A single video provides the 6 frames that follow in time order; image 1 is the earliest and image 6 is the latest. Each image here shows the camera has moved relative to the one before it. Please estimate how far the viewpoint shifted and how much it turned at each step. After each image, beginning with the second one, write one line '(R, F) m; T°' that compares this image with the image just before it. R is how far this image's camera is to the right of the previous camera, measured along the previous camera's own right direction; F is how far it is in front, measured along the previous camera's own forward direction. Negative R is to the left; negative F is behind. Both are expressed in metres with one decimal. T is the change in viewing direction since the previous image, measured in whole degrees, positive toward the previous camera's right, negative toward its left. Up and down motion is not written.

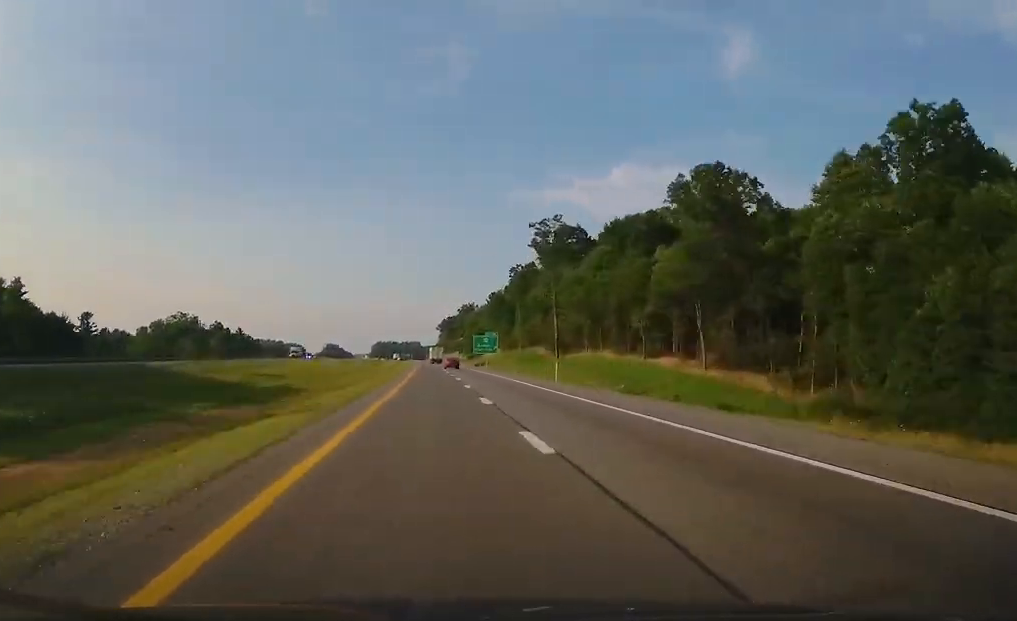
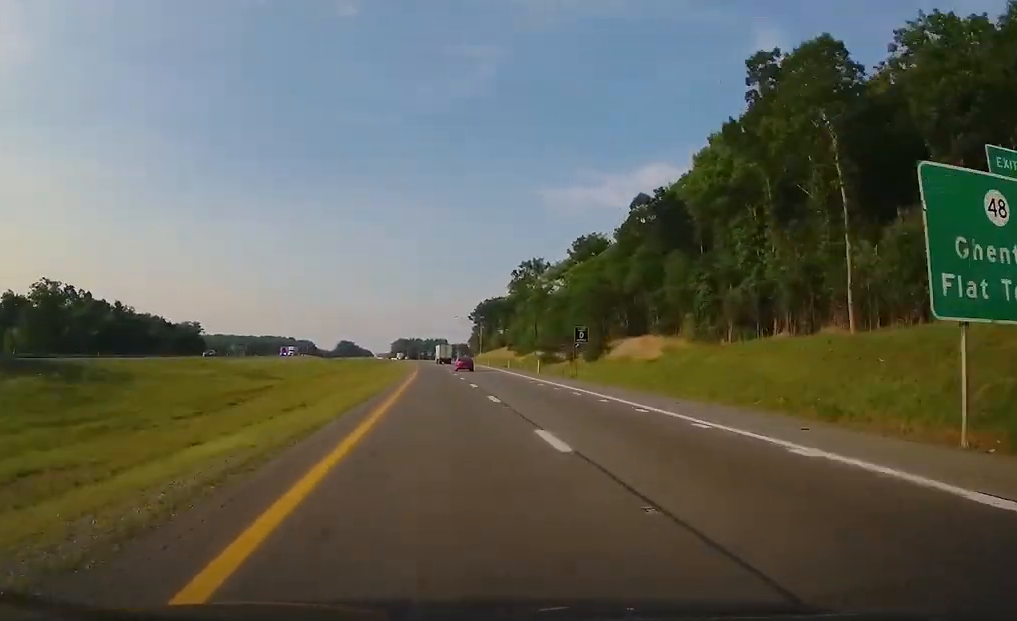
(-3.3, +151.1) m; -3°
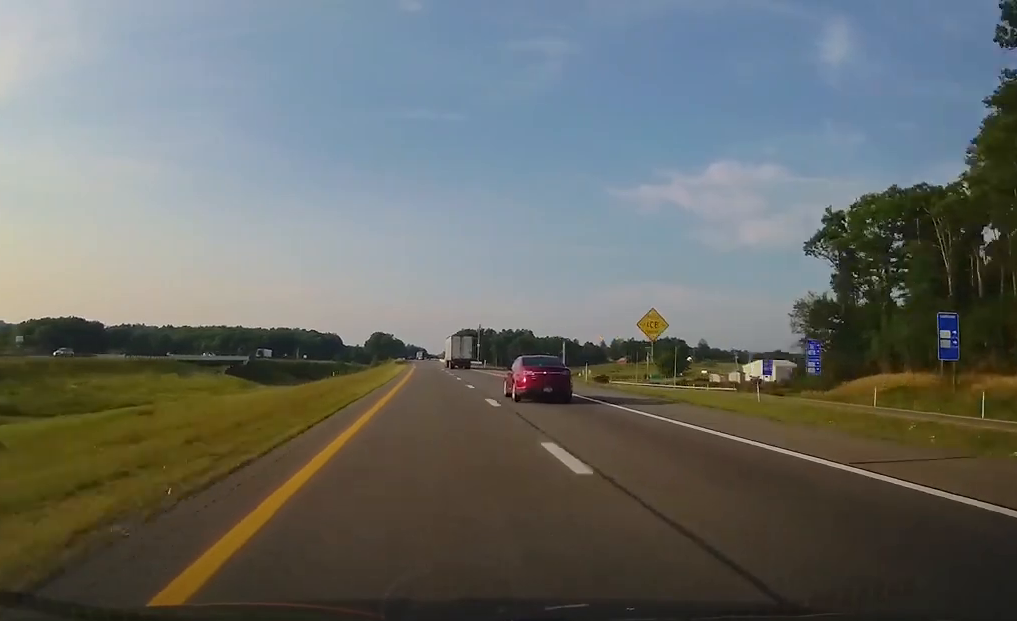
(-16.9, +367.7) m; -5°
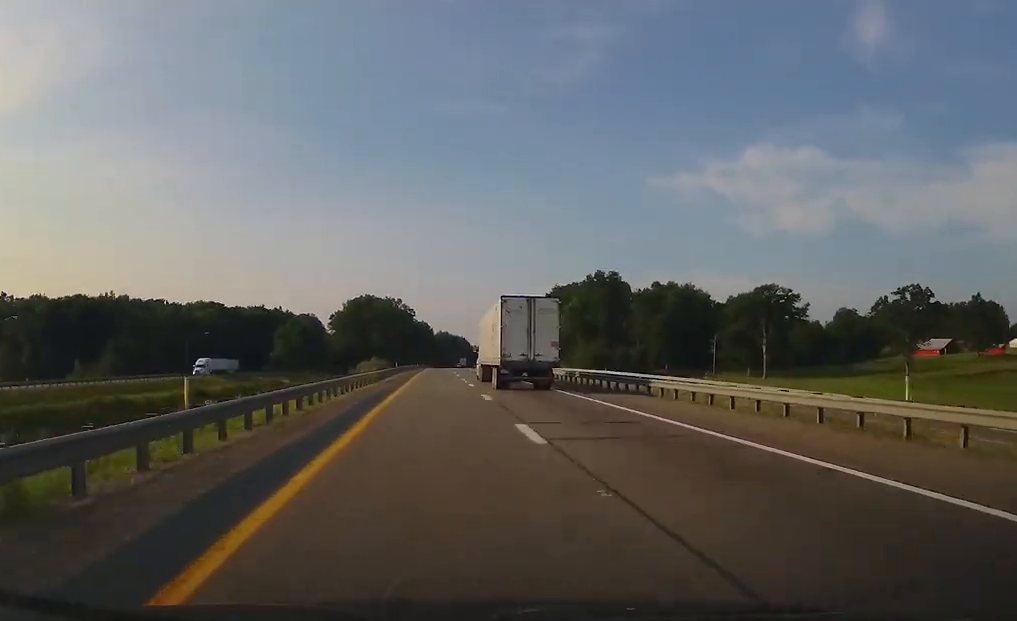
(-3.8, +226.0) m; -1°
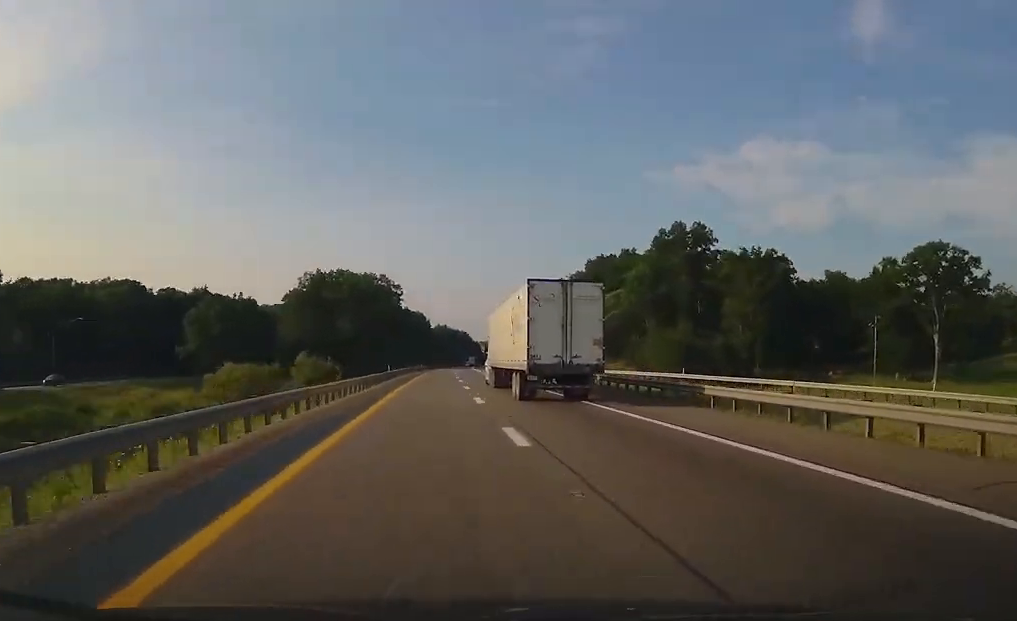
(+0.1, +76.4) m; +1°
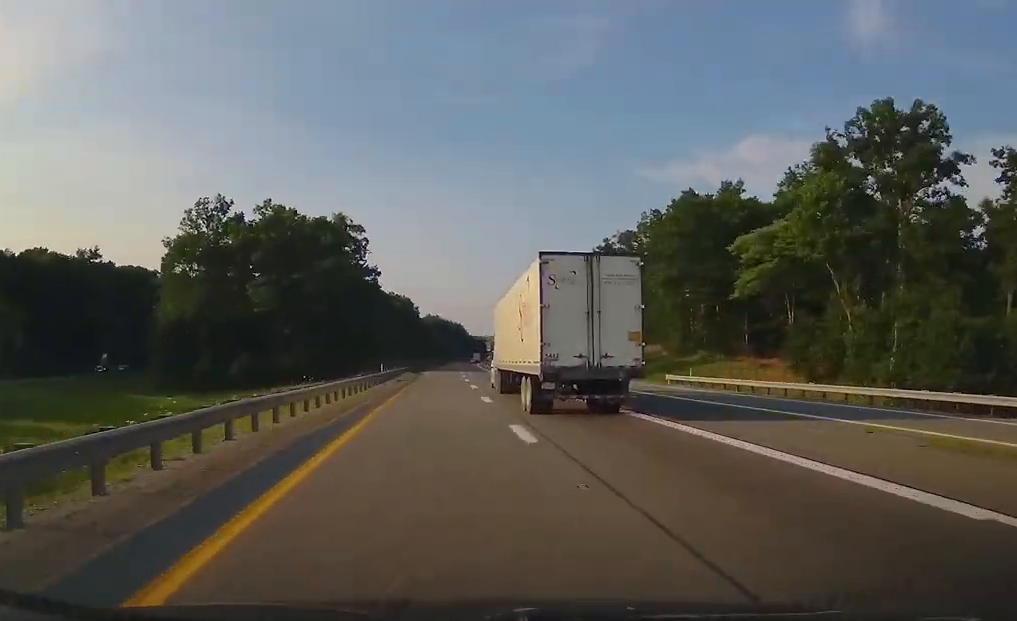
(-0.5, +80.2) m; +1°
